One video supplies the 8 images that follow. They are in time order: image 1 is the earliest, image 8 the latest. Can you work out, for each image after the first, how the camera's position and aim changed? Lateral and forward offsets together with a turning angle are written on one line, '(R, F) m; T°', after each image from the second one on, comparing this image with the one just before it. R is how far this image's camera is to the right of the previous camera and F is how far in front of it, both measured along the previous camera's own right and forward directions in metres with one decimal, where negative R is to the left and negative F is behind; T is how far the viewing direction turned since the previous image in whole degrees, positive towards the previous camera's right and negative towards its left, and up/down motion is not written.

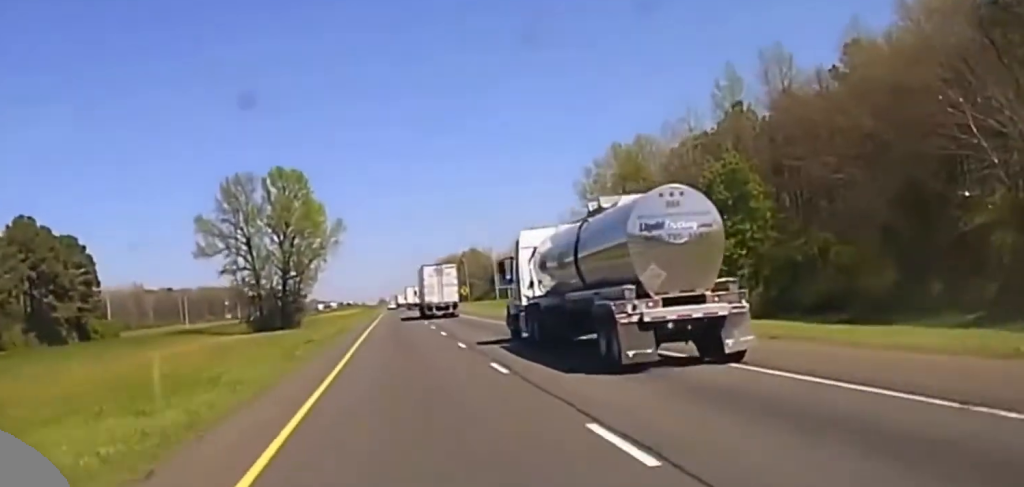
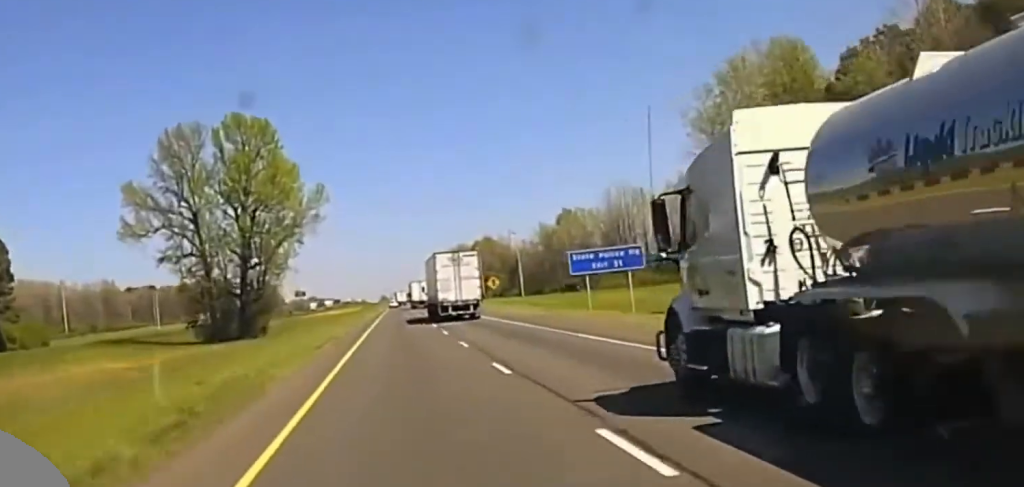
(-0.2, +53.1) m; -1°
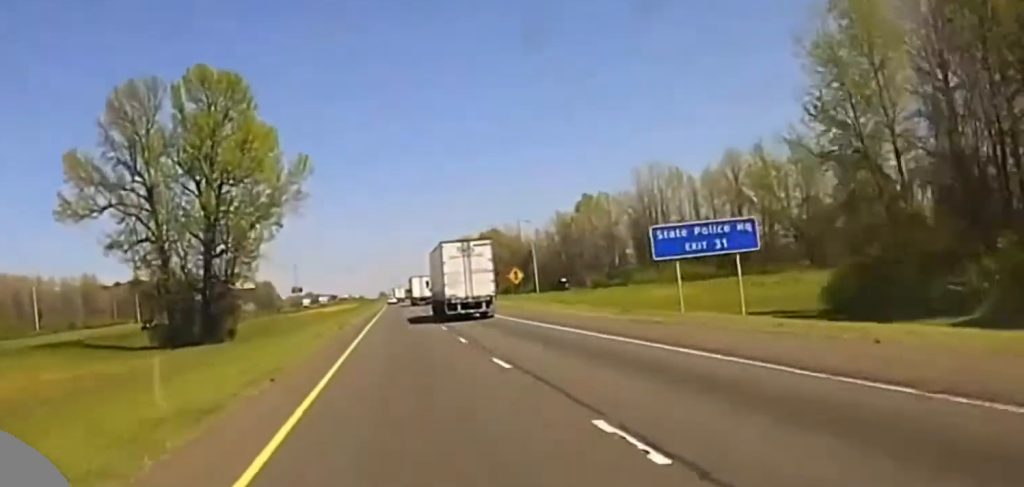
(-0.2, +24.9) m; 0°
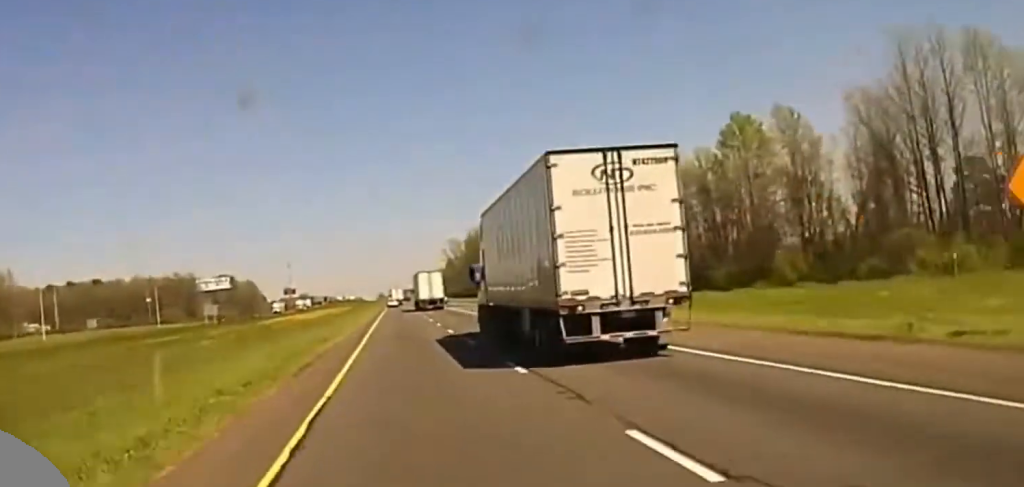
(+0.2, +88.0) m; +1°
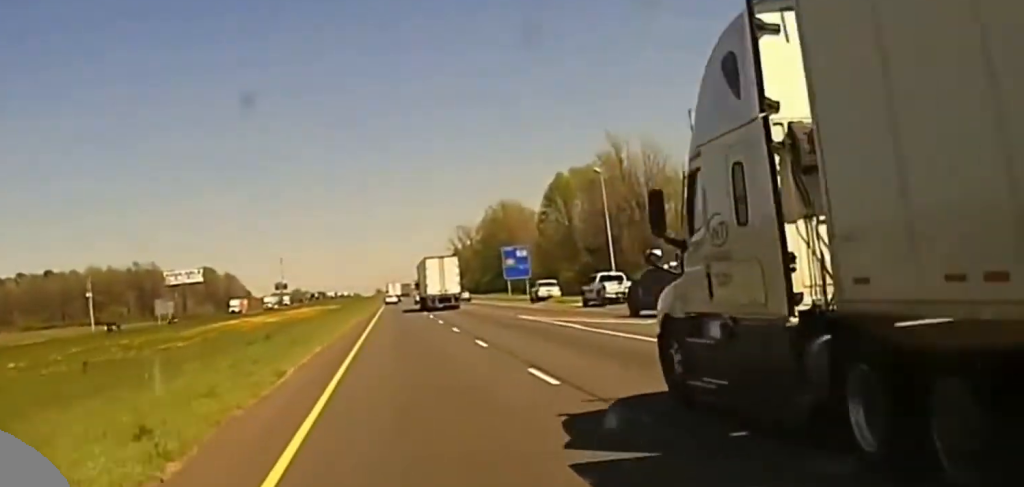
(+0.1, +60.8) m; 0°
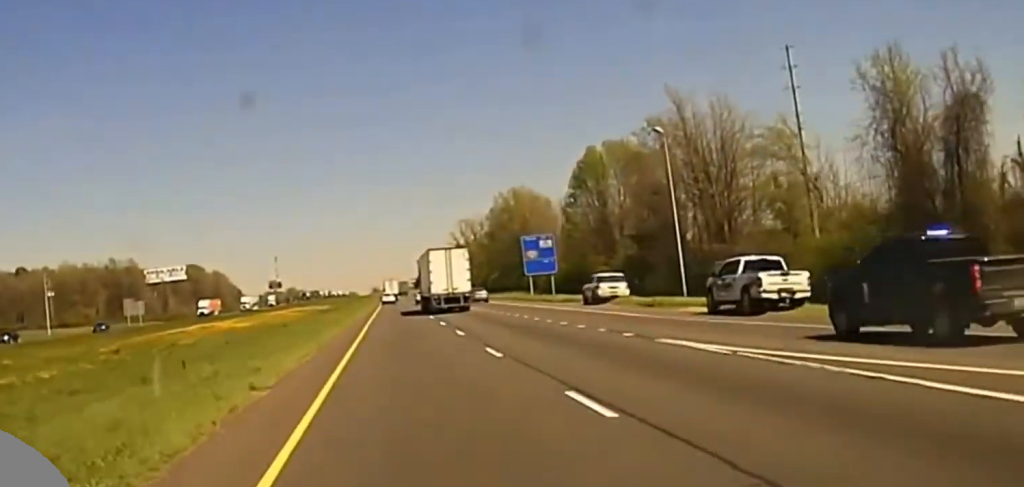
(-0.1, +28.1) m; 0°
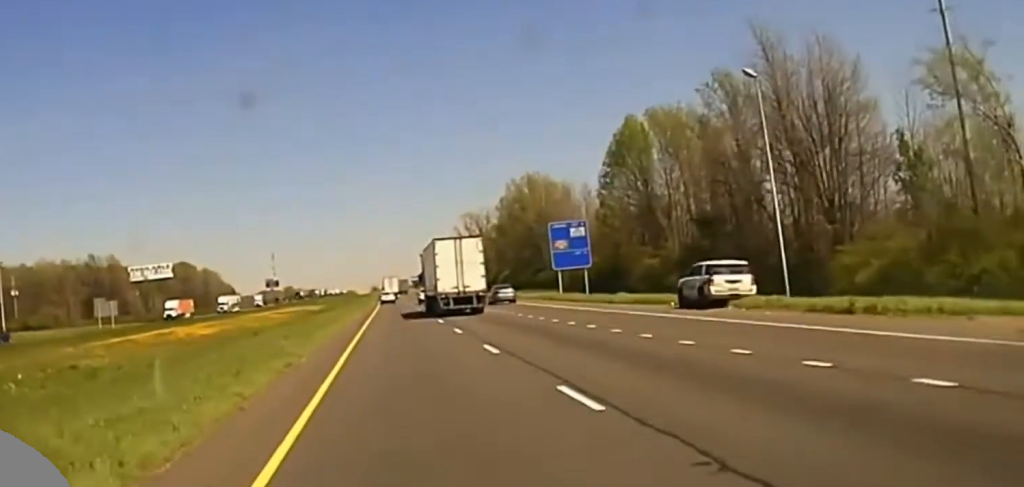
(-0.2, +21.9) m; 0°
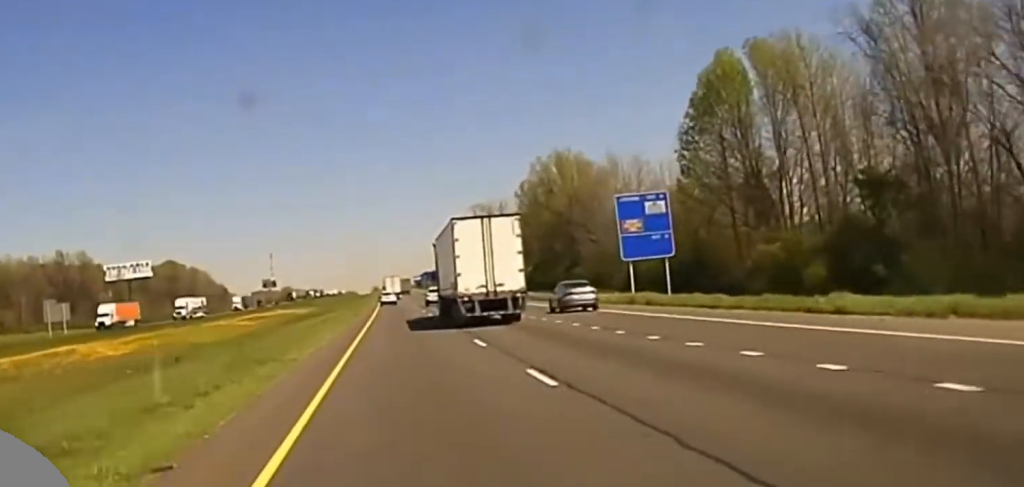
(+0.2, +32.7) m; 0°
